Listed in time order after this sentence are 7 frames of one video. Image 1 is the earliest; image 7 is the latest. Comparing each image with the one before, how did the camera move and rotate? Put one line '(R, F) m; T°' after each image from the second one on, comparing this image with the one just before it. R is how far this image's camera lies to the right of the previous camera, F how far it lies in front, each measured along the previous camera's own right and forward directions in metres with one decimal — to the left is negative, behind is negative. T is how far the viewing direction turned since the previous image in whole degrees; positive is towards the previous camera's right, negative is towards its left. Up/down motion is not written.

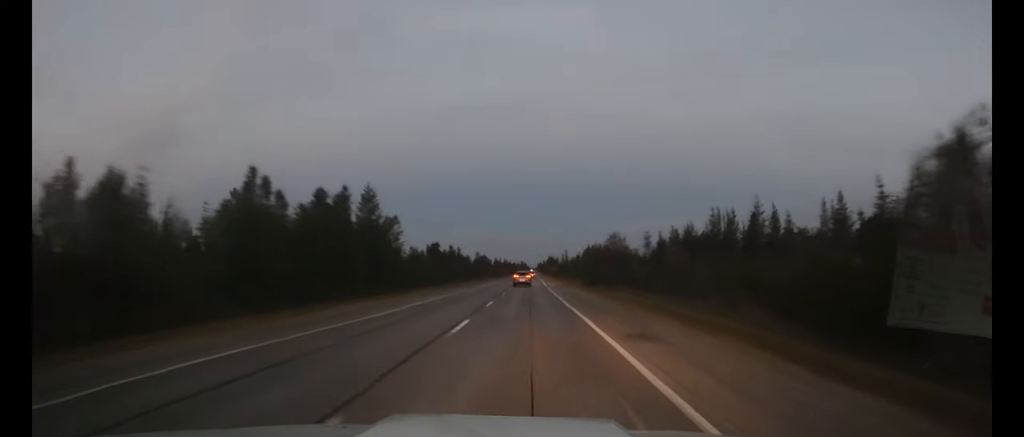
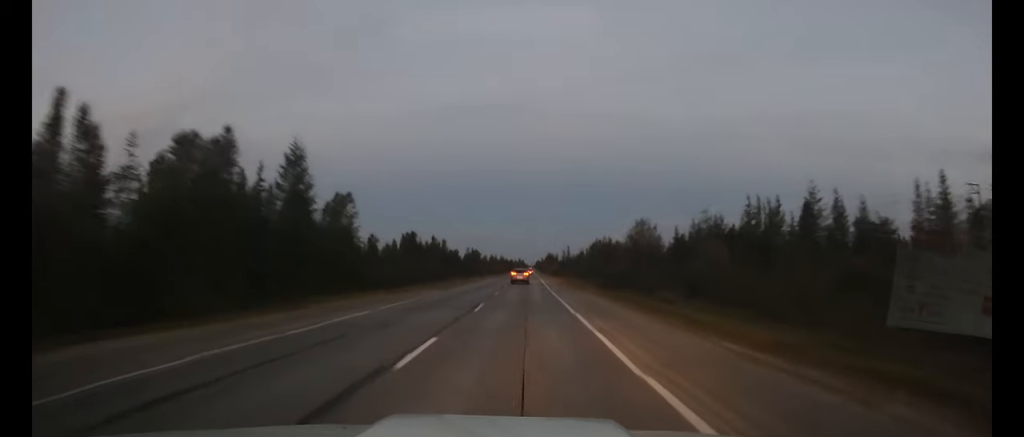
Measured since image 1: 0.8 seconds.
(0.0, +17.3) m; 0°
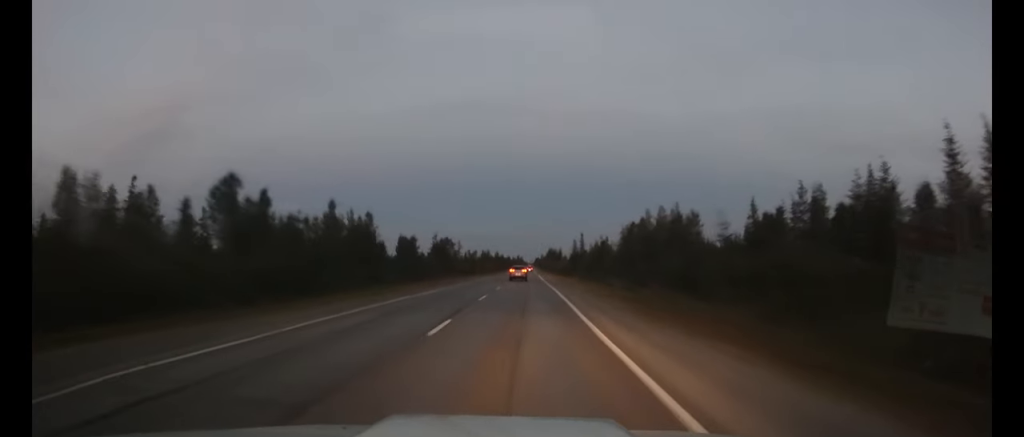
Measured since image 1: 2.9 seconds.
(+0.1, +45.1) m; 0°
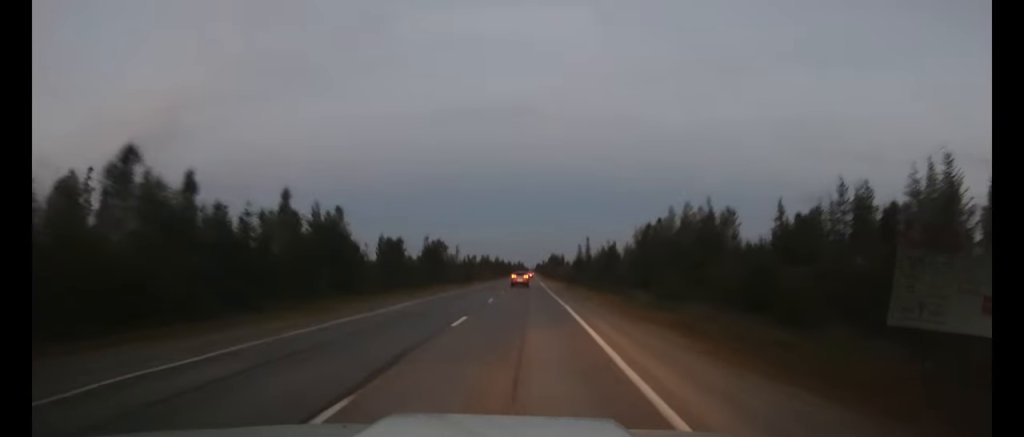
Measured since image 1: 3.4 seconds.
(0.0, +9.0) m; 0°
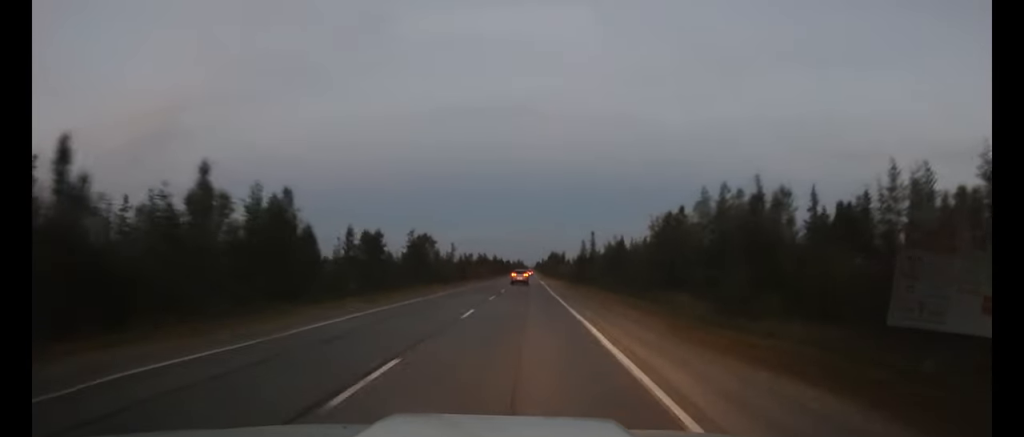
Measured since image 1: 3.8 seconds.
(0.0, +9.7) m; 0°
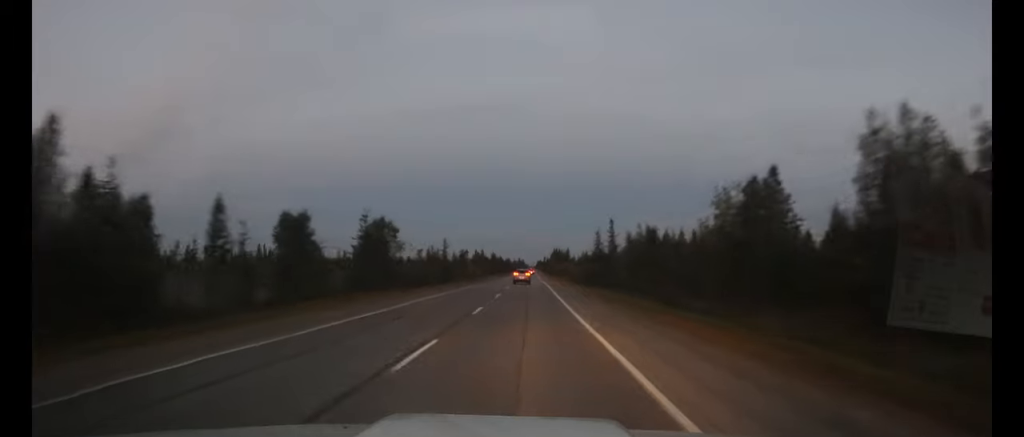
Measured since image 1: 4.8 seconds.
(0.0, +20.7) m; 0°
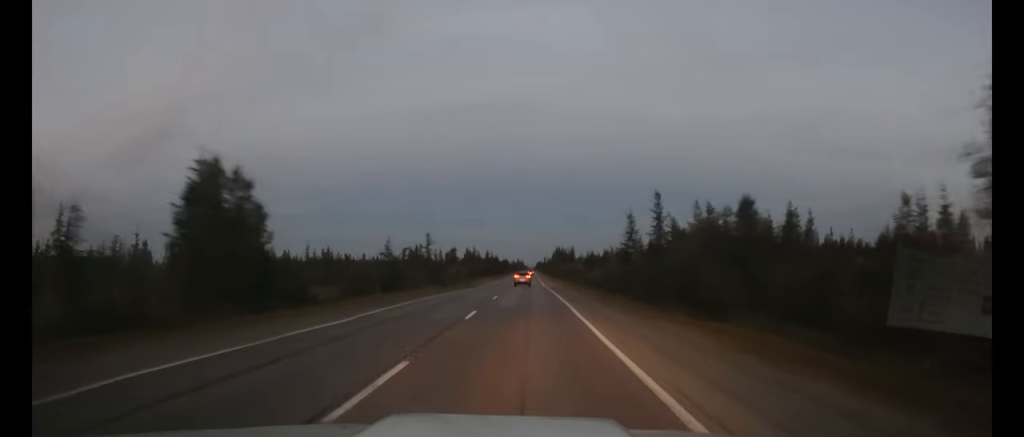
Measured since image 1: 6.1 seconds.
(0.0, +27.0) m; 0°
